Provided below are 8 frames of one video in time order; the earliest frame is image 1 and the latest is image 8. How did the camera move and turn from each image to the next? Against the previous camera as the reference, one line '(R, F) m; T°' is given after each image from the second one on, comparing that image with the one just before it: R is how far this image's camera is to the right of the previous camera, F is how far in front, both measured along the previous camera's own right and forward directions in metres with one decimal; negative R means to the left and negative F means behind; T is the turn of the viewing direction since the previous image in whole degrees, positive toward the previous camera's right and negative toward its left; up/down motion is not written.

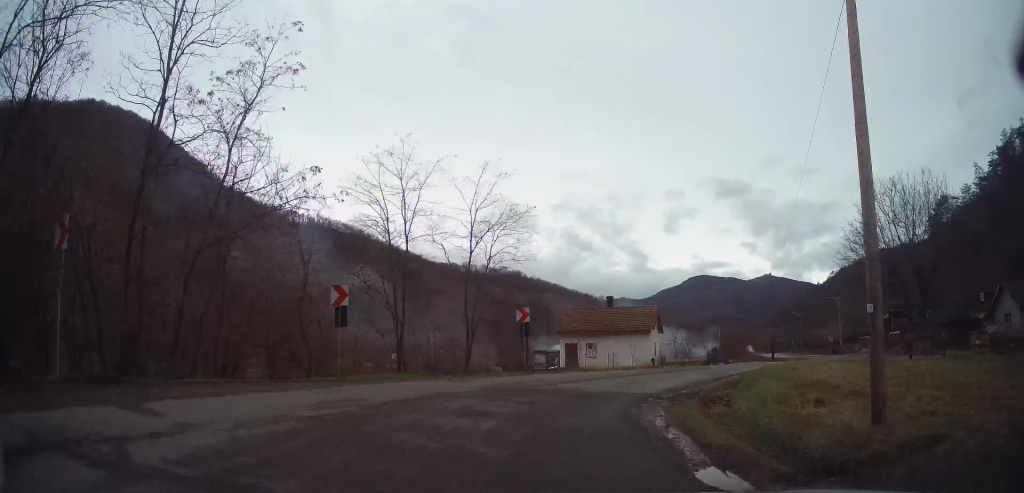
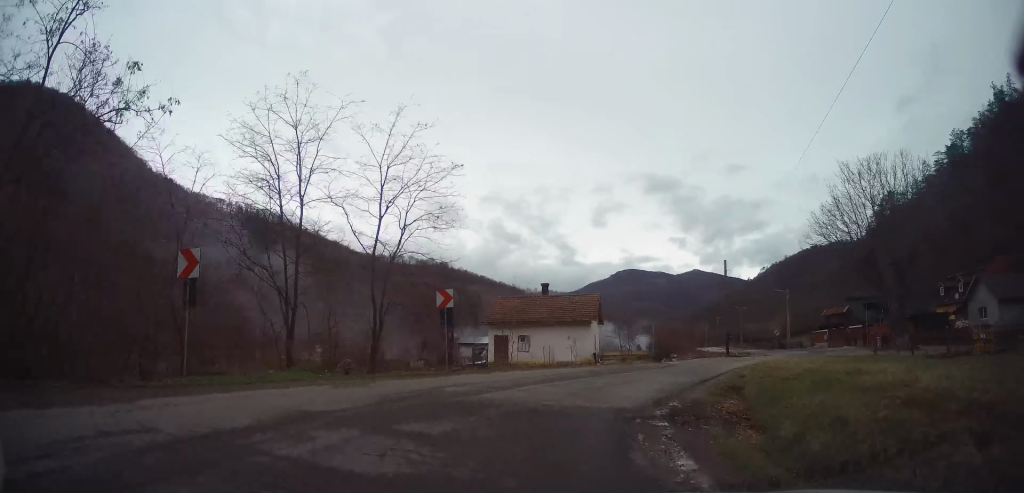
(+0.4, +5.2) m; +10°
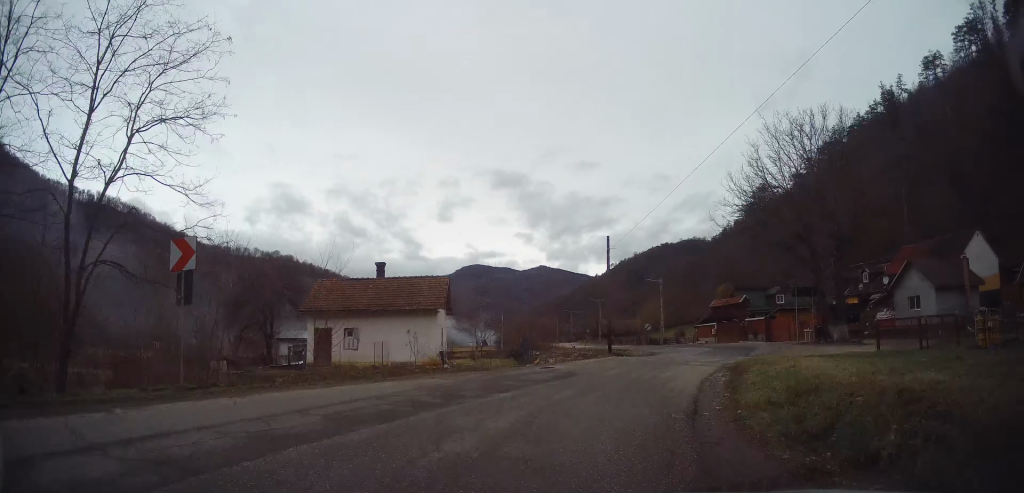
(+1.6, +8.9) m; +17°
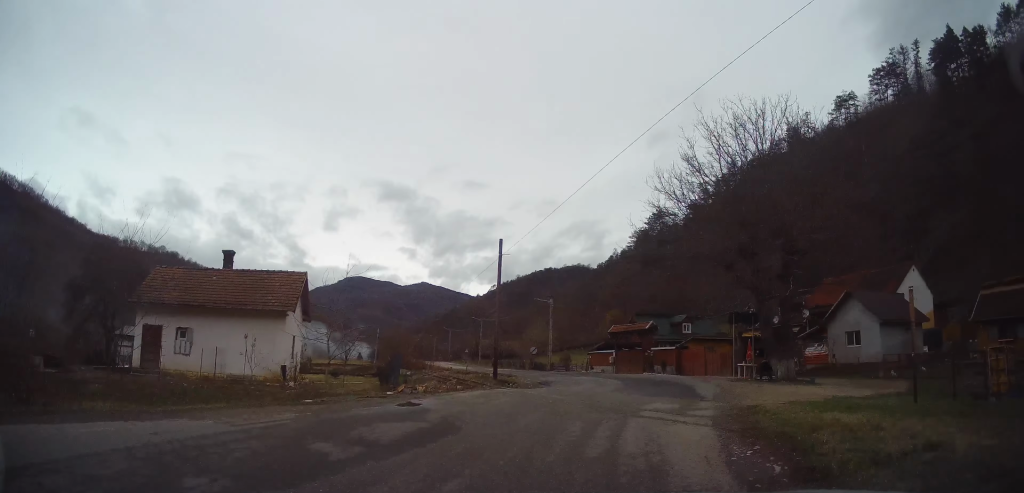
(+0.6, +6.1) m; +10°
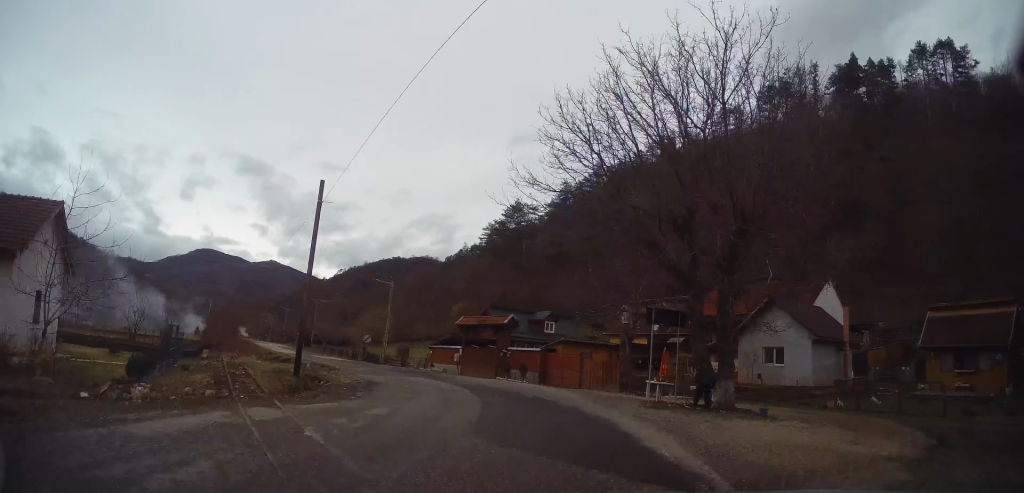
(+0.5, +8.3) m; +9°
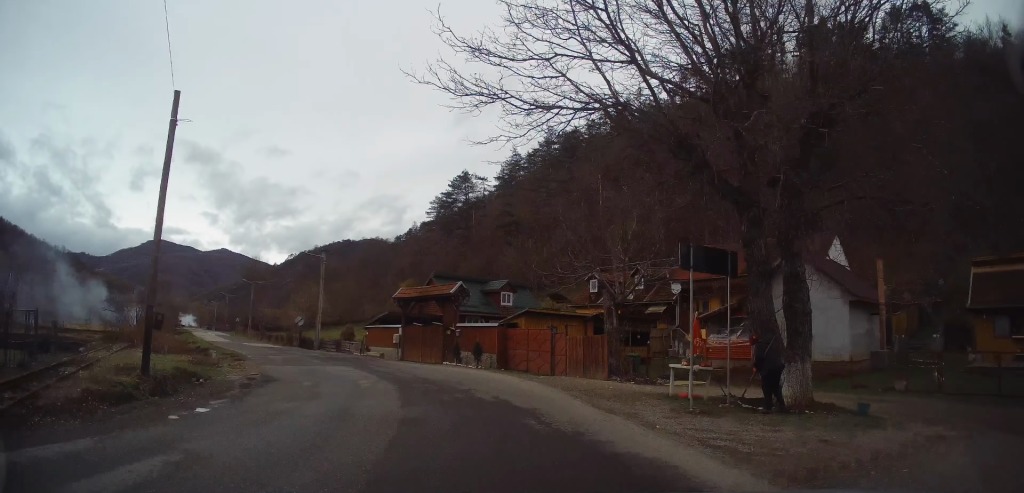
(+0.7, +7.2) m; 0°
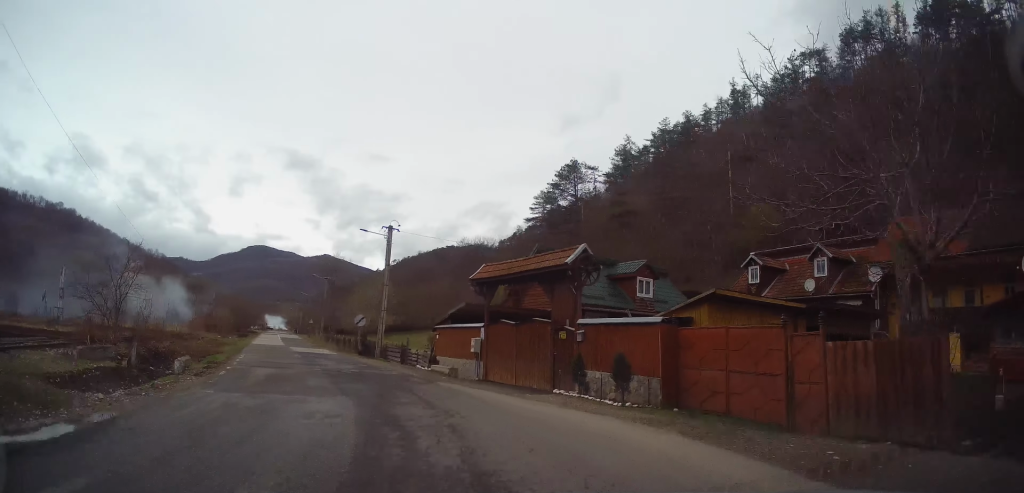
(-0.4, +12.0) m; -9°
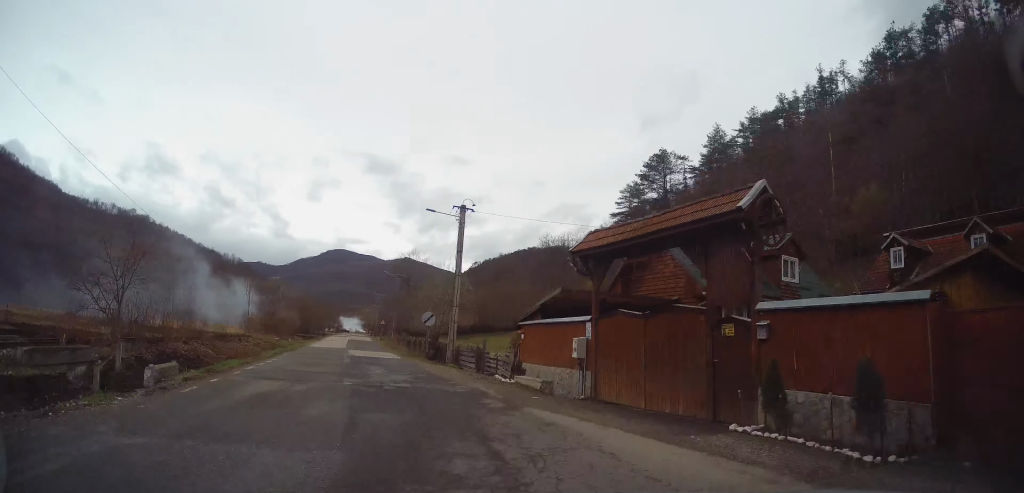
(-0.2, +6.0) m; -6°
